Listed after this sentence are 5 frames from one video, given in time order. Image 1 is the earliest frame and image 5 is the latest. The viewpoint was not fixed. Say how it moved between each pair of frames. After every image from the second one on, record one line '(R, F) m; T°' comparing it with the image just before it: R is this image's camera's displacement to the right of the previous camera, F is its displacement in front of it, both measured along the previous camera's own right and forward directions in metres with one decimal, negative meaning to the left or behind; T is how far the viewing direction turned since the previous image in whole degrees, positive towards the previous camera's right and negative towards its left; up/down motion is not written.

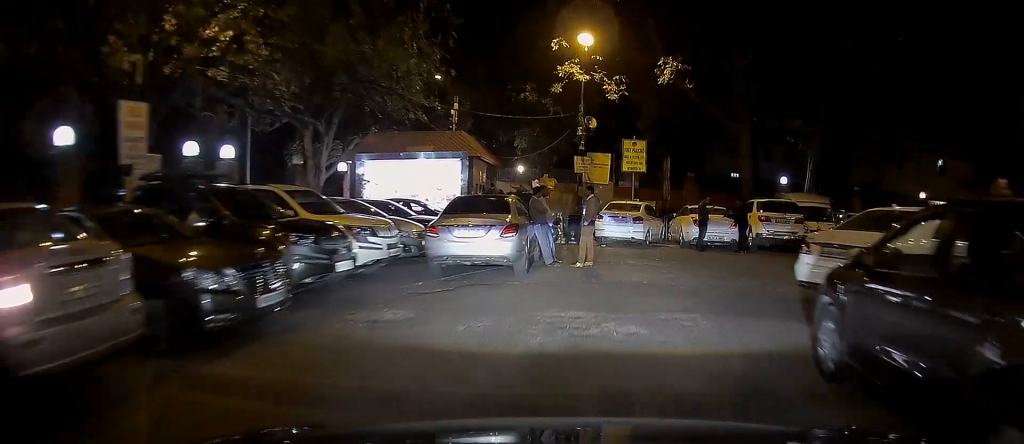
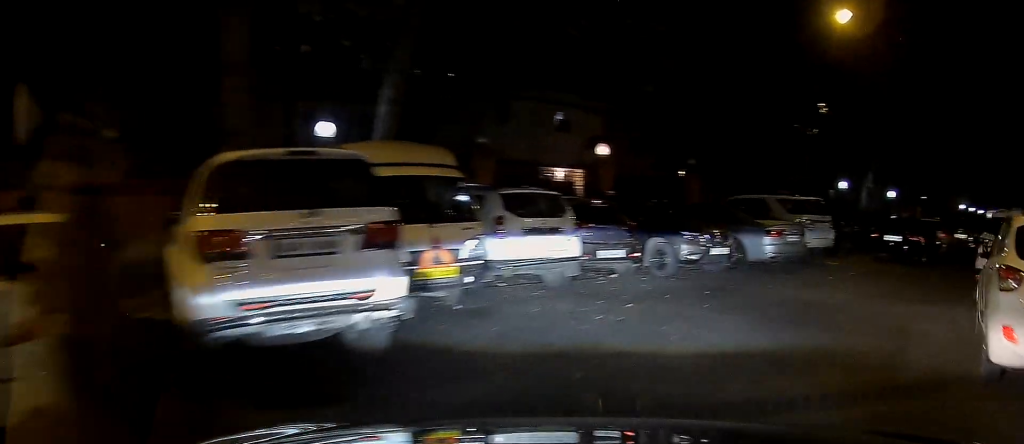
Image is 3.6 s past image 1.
(+3.8, +17.4) m; +45°
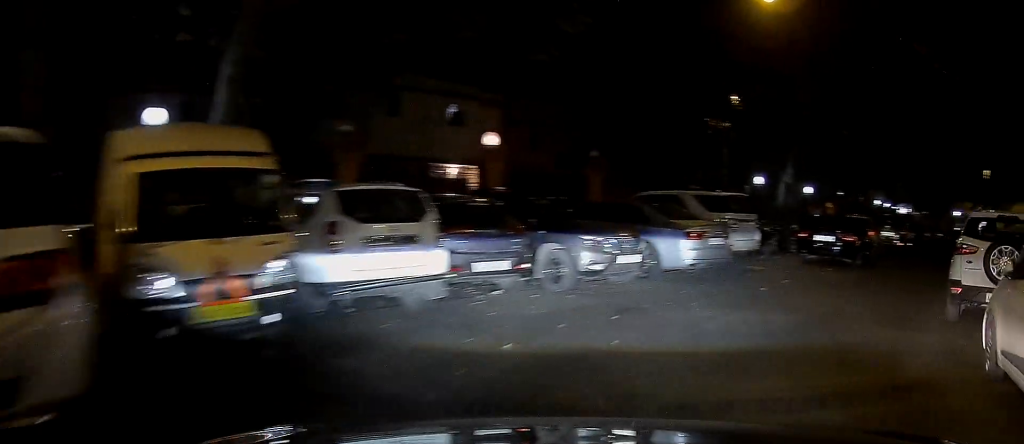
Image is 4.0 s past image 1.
(+0.1, +2.4) m; +11°
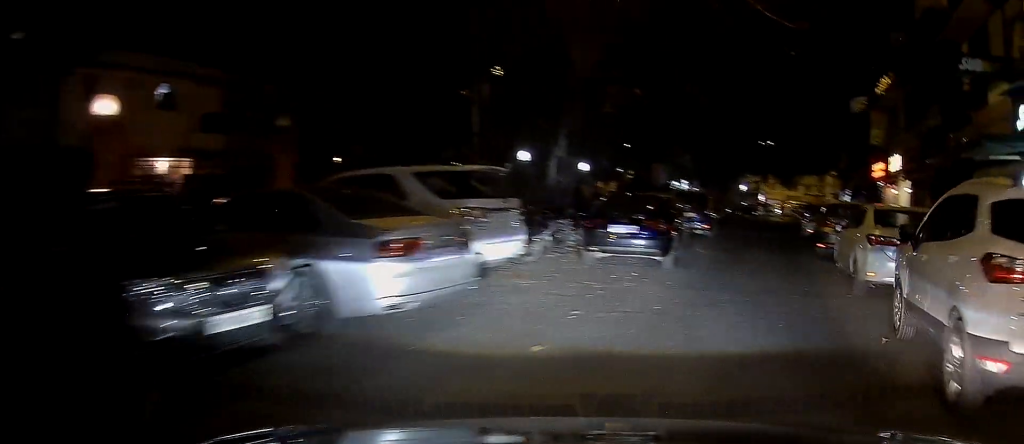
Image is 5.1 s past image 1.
(+0.9, +5.9) m; +15°
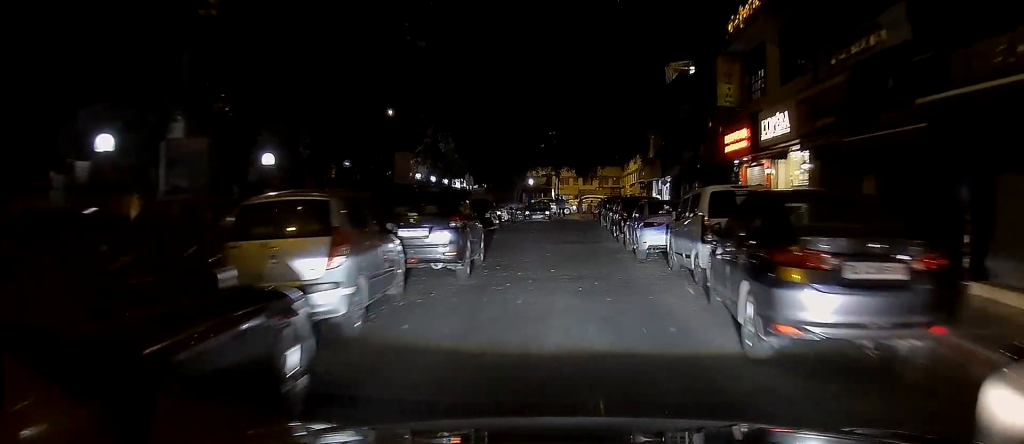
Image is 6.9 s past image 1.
(+0.7, +11.0) m; +14°
